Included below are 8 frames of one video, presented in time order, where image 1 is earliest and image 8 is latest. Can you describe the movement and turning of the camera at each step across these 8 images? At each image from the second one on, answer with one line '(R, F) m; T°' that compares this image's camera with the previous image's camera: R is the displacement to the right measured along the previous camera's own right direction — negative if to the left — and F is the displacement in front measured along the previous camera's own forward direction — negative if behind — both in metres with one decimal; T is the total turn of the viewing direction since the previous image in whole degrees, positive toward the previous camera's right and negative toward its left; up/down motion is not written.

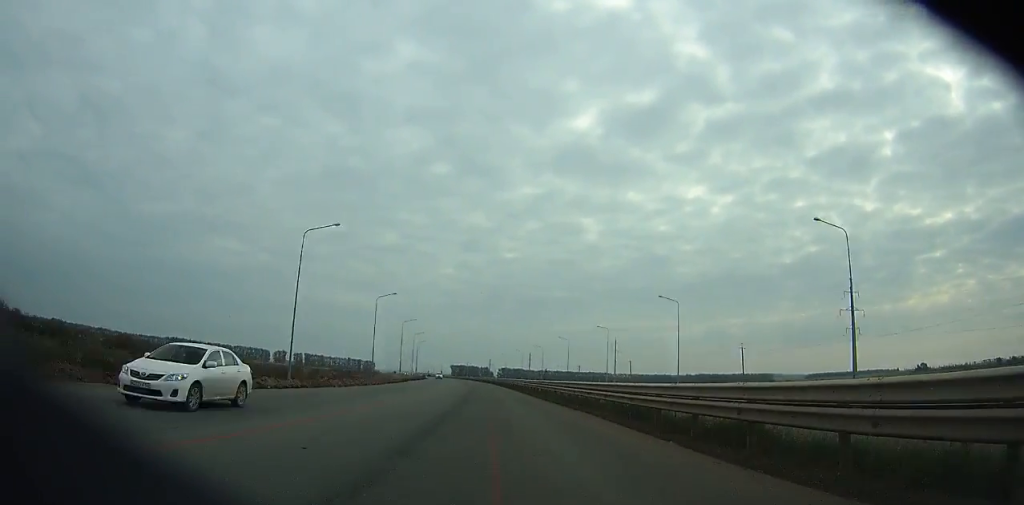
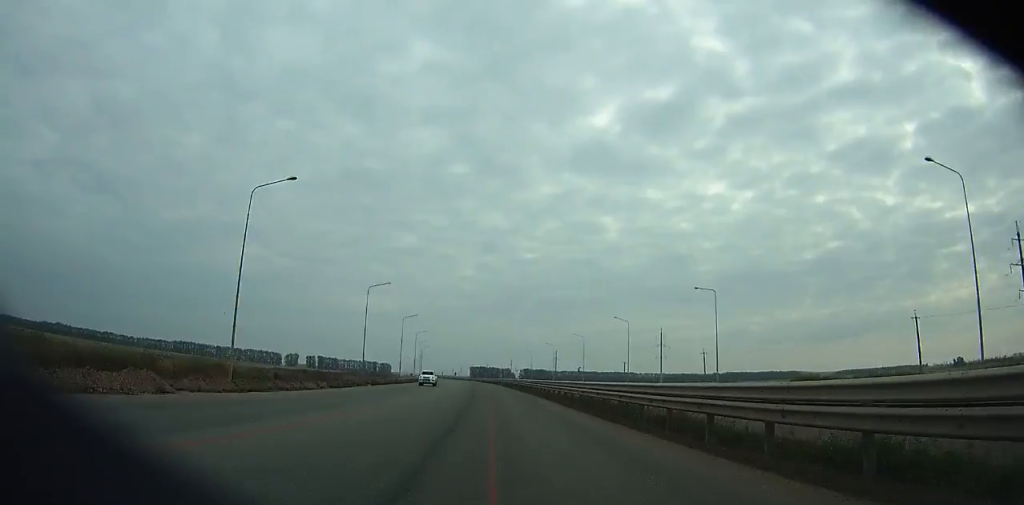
(-0.8, +44.9) m; -2°
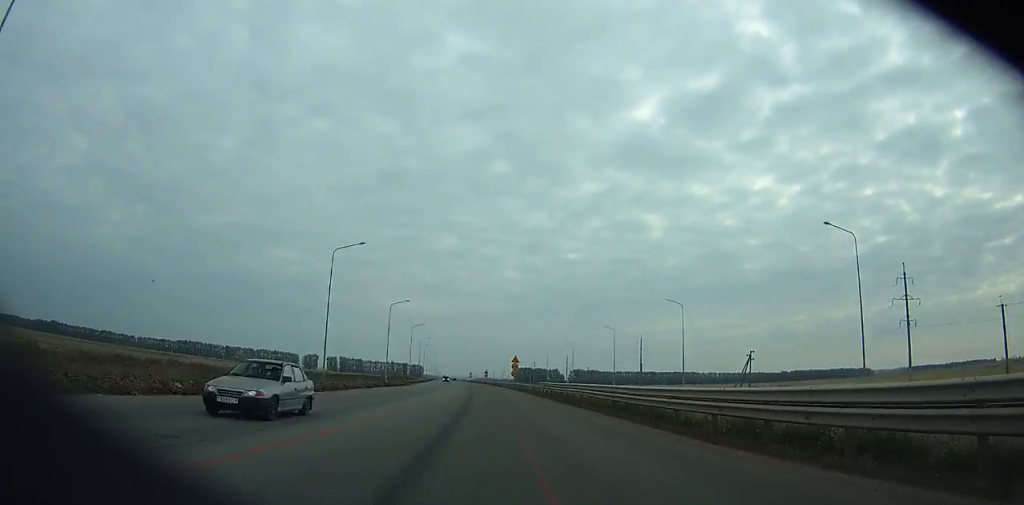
(-4.9, +126.1) m; -5°
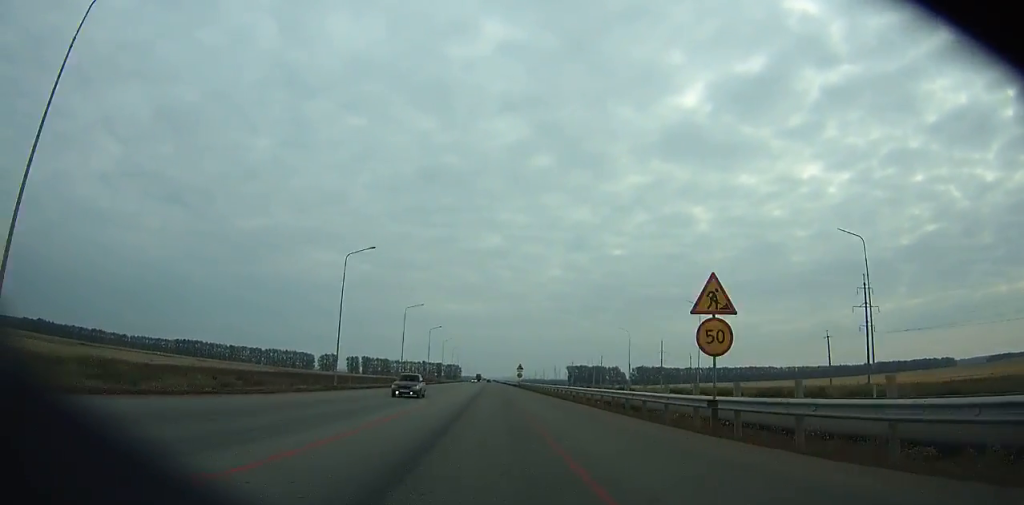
(-6.1, +137.1) m; -4°
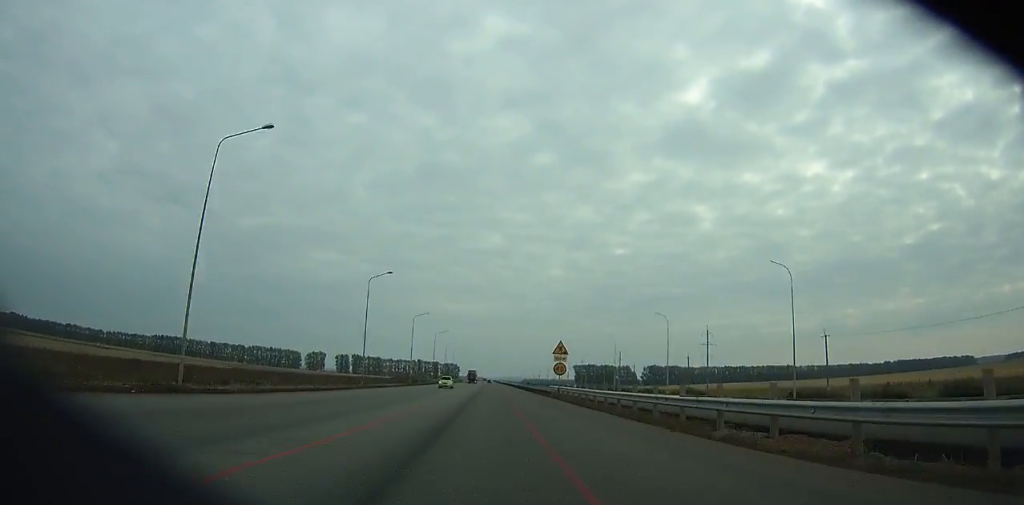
(-0.9, +59.1) m; -1°
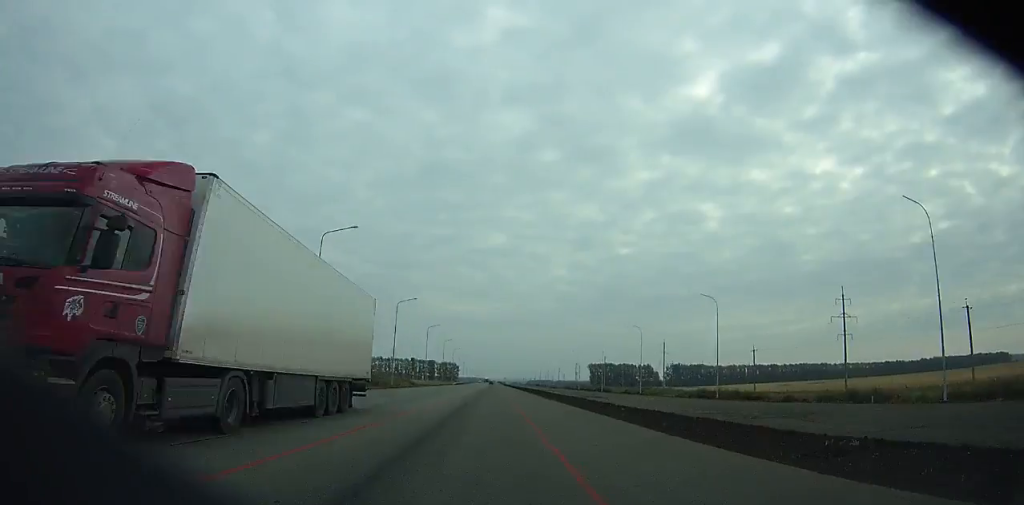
(-0.6, +87.4) m; 0°
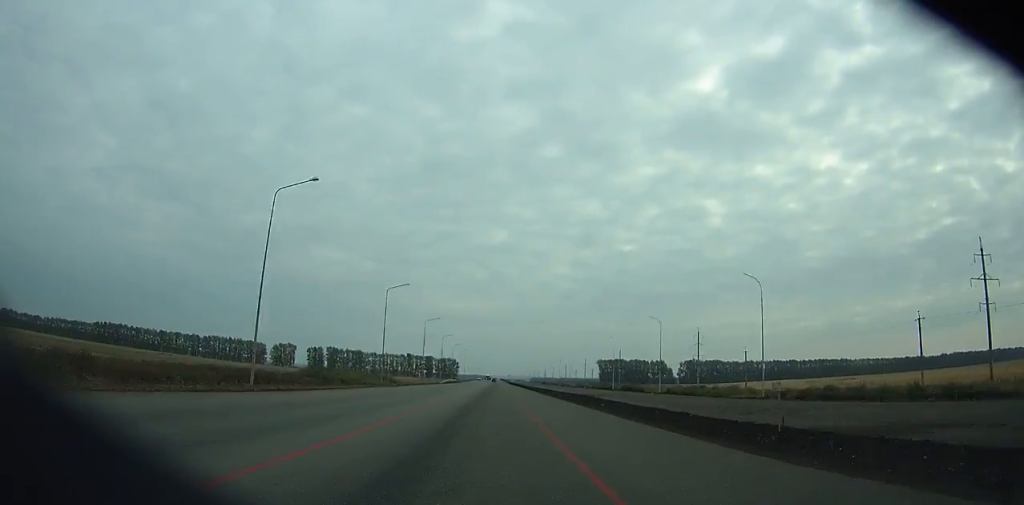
(0.0, +43.9) m; 0°
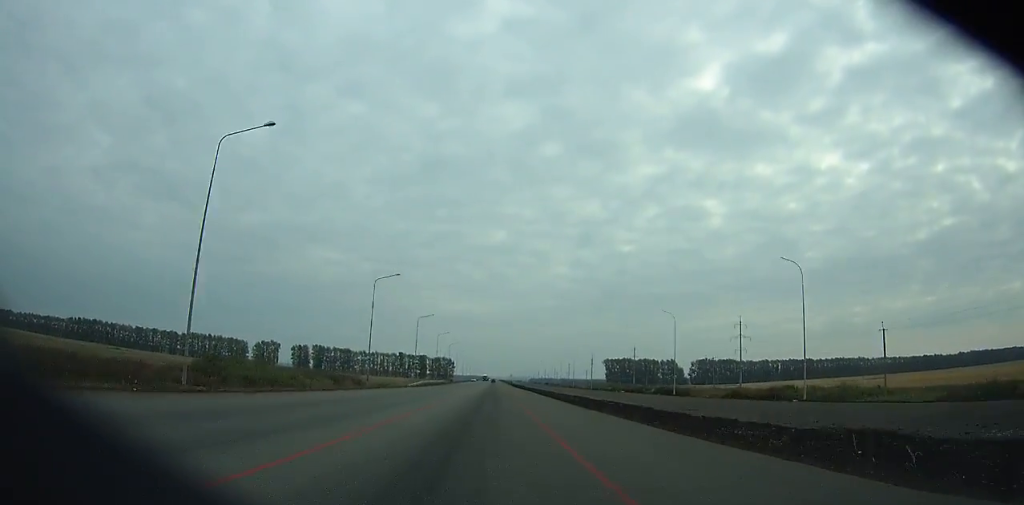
(-0.1, +41.6) m; 0°
